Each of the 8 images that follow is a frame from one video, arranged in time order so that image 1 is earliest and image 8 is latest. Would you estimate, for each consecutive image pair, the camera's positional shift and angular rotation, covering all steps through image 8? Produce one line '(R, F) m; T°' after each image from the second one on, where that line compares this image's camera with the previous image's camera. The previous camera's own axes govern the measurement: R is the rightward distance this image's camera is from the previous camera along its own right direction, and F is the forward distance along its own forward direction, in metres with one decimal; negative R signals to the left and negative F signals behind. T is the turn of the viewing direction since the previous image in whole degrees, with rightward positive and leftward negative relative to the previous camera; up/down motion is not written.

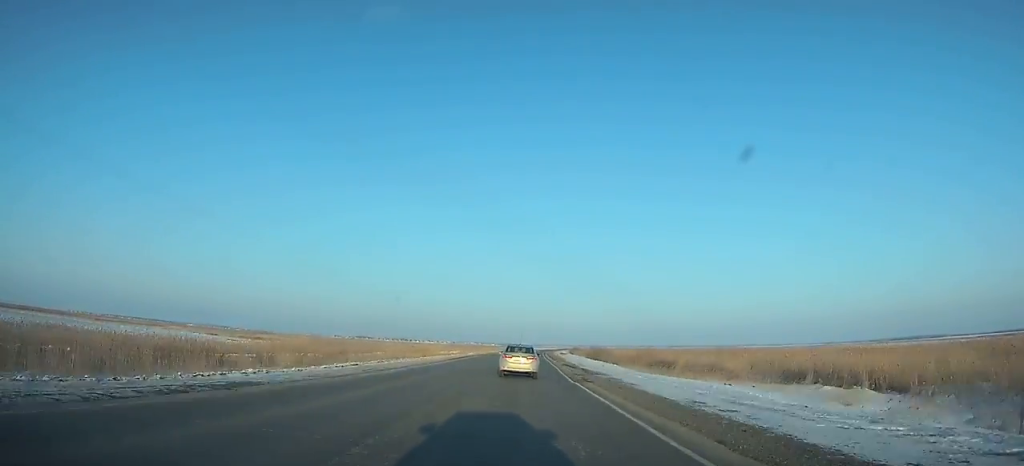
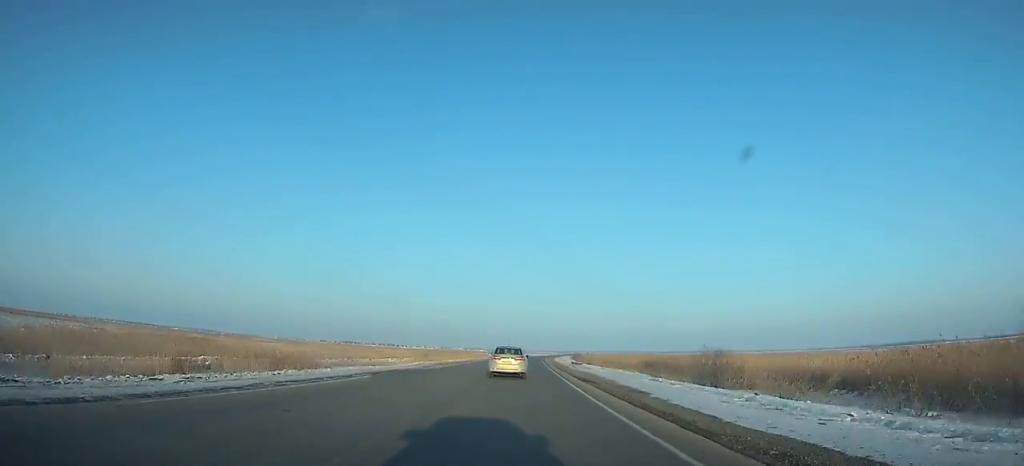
(+0.6, +51.9) m; +1°
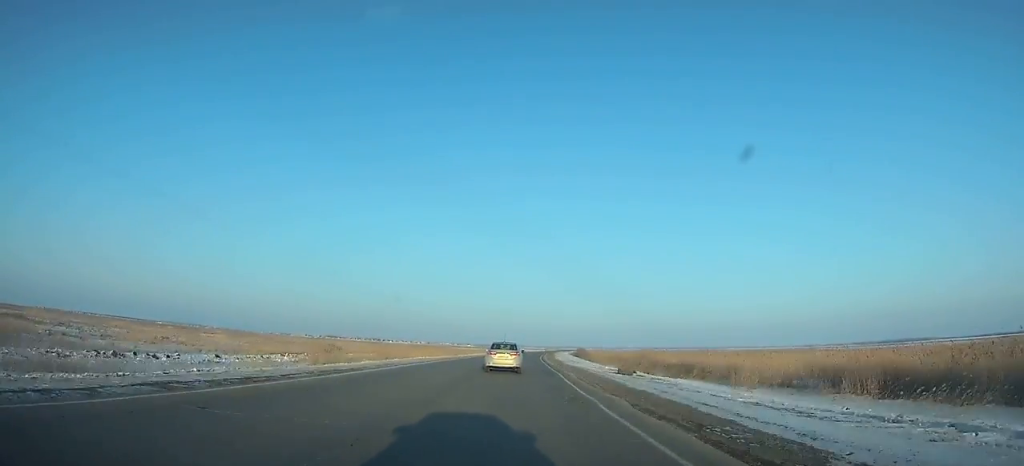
(+0.4, +44.8) m; +1°
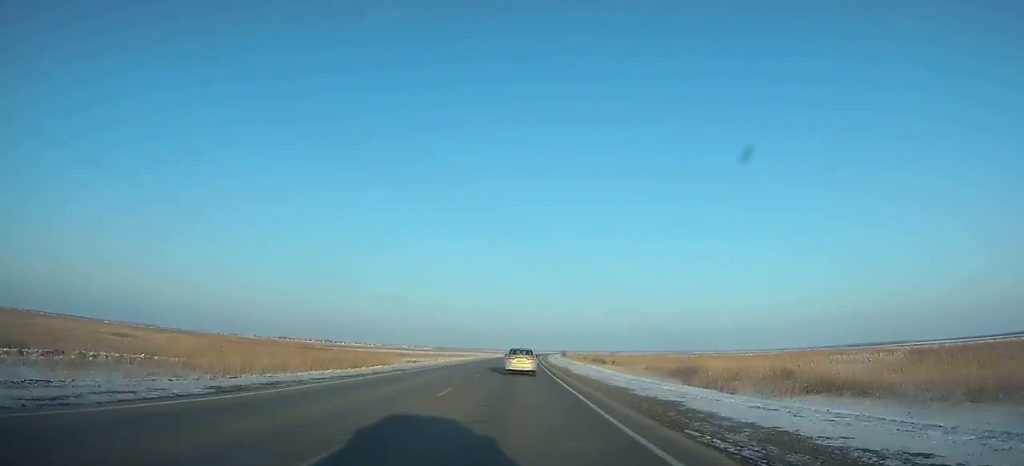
(+5.2, +153.2) m; +4°
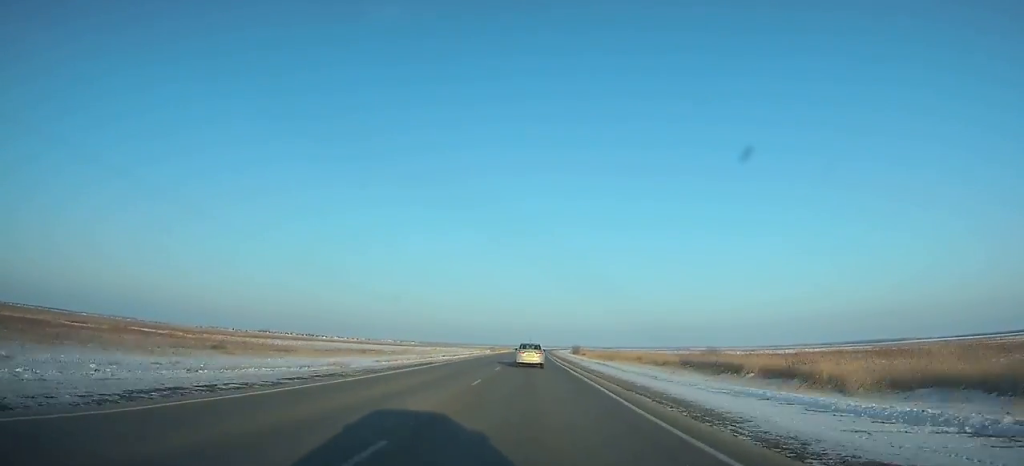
(+1.7, +110.8) m; +2°
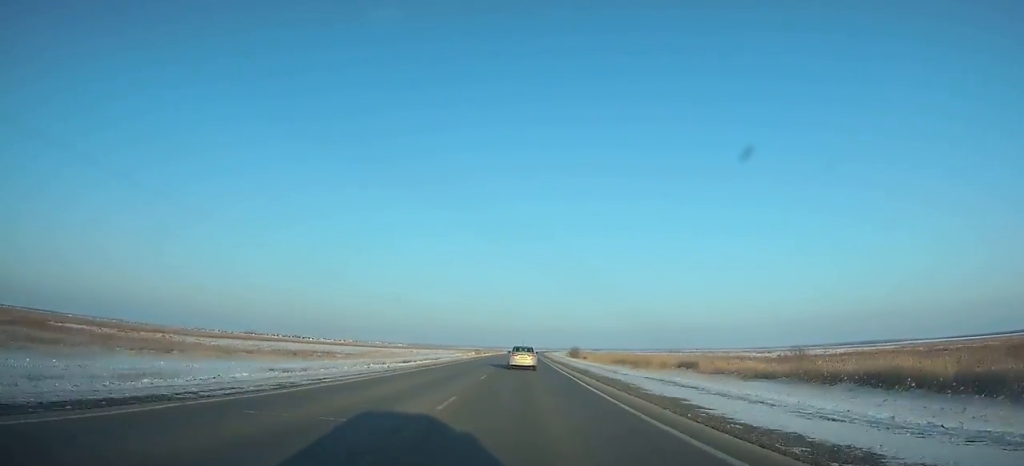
(+0.3, +30.8) m; 0°
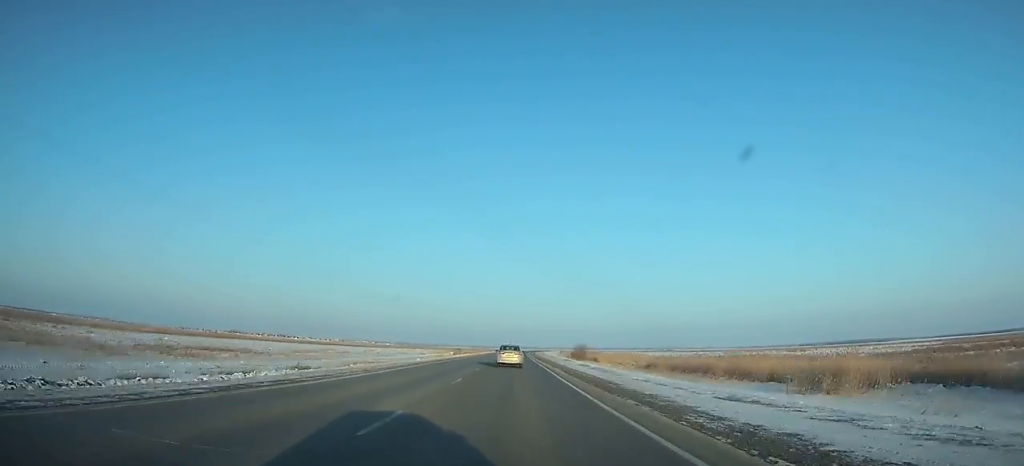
(+0.2, +40.3) m; +1°
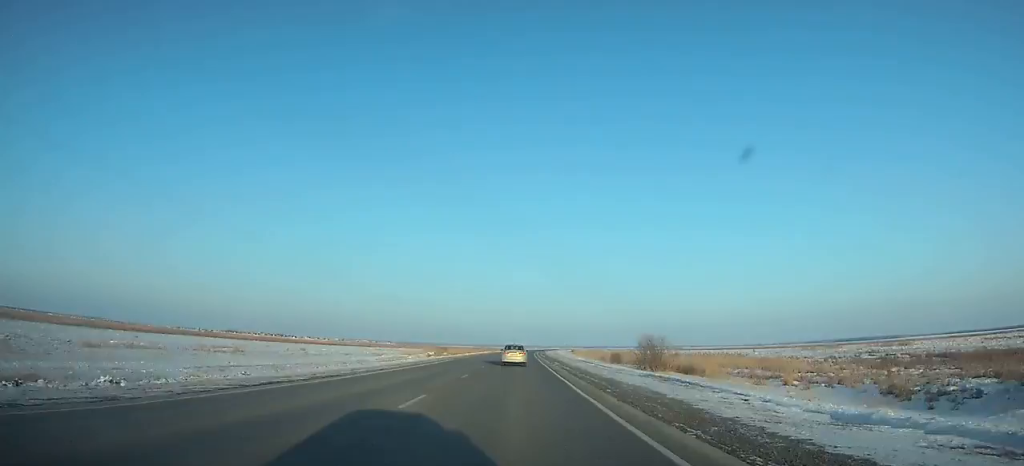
(+0.2, +57.4) m; 0°
